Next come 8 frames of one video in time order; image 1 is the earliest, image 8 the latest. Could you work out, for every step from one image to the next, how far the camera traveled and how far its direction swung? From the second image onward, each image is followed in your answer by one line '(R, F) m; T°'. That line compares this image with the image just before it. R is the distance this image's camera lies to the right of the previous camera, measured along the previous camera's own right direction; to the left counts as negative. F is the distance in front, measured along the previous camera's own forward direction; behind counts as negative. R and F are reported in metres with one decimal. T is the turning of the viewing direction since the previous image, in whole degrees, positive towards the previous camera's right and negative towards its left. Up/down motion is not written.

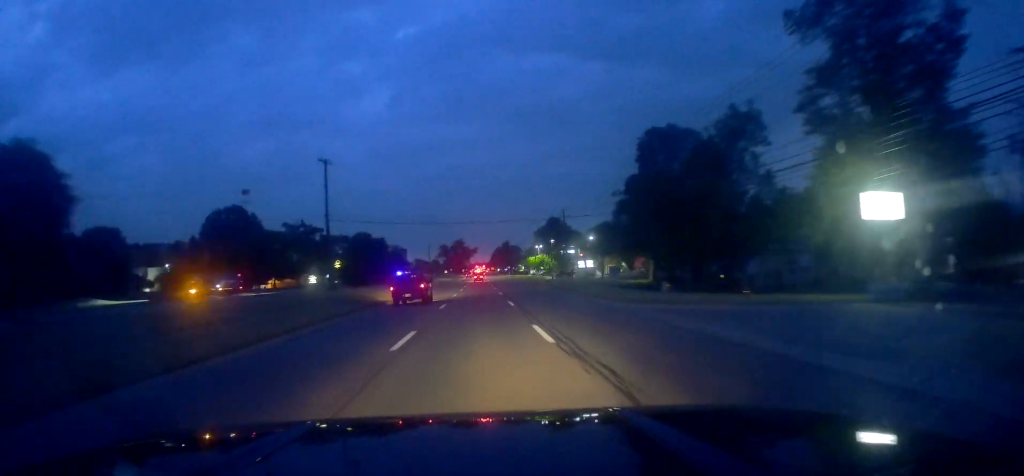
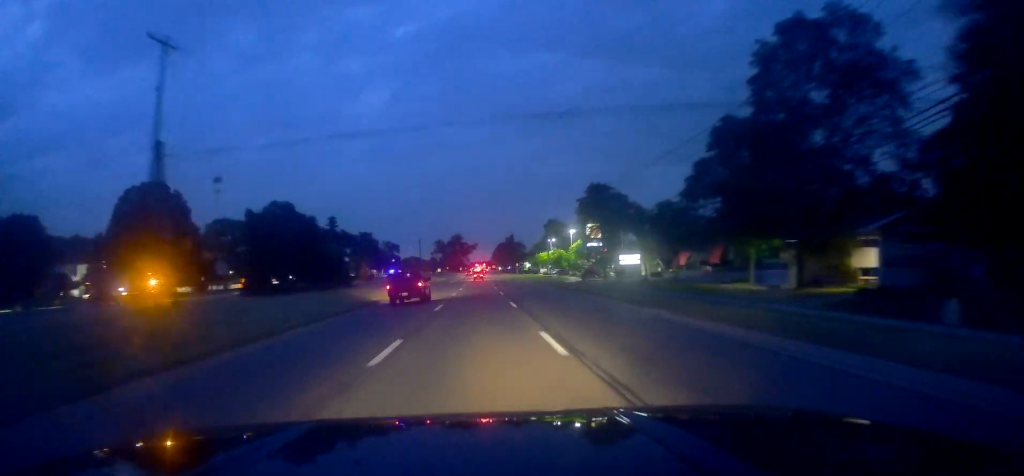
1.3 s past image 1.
(-0.3, +32.8) m; -1°
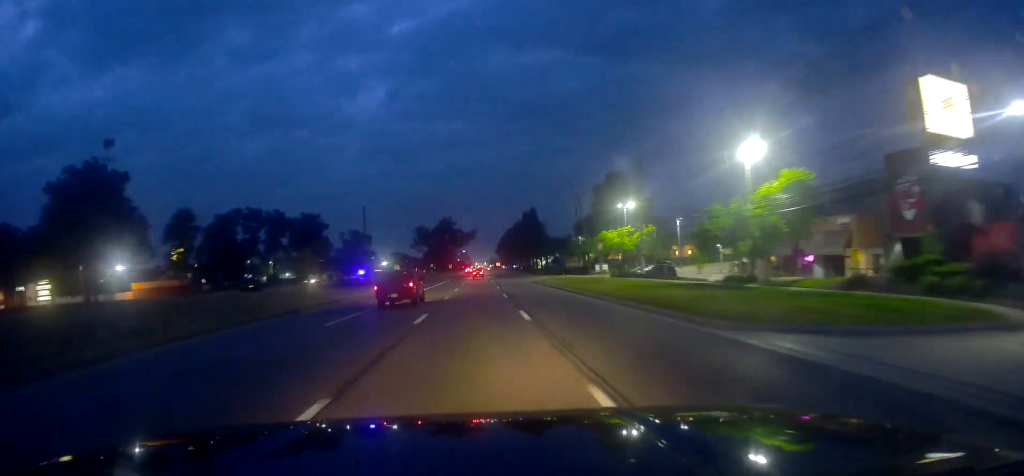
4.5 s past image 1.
(-0.2, +84.3) m; 0°
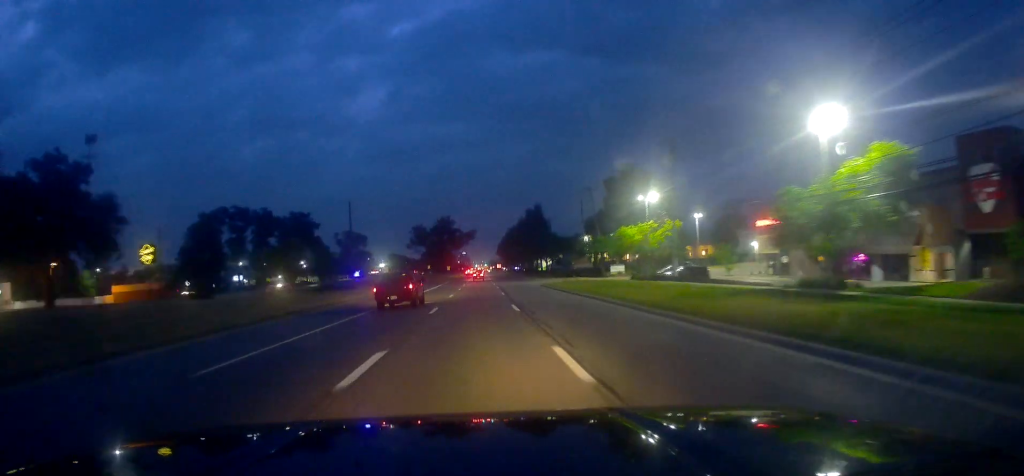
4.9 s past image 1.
(-0.4, +10.4) m; 0°
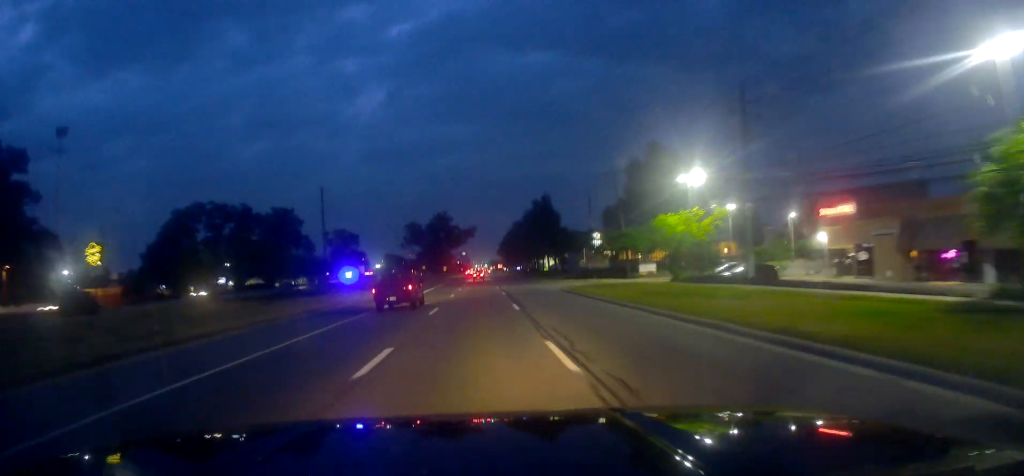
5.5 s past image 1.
(+0.5, +14.7) m; 0°
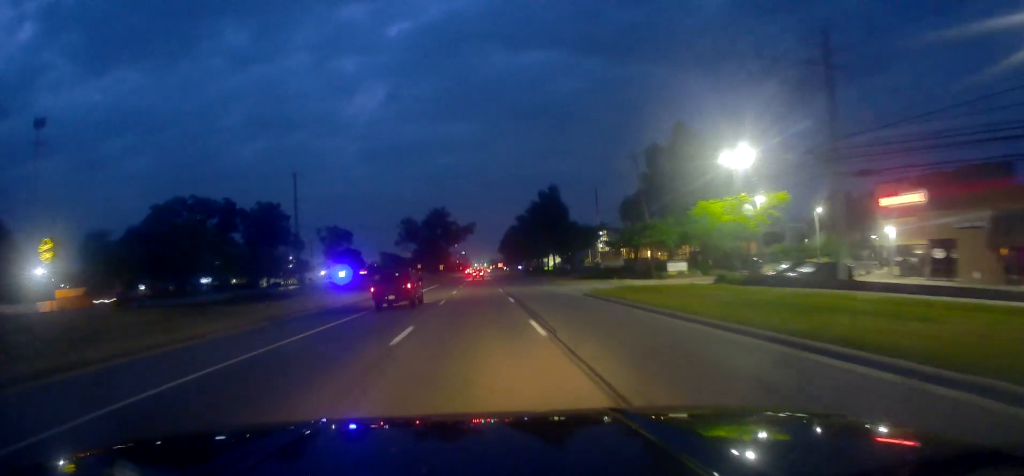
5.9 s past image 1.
(+0.3, +10.4) m; 0°
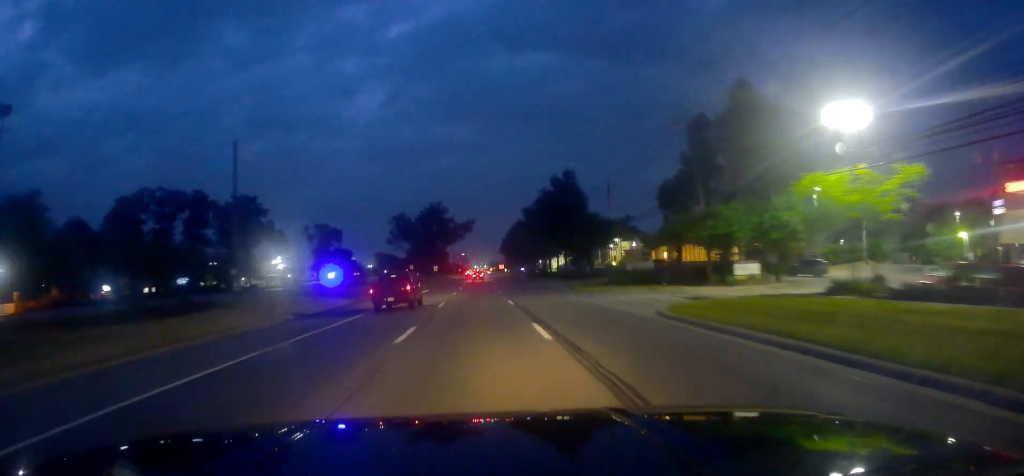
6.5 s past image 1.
(-0.2, +15.4) m; 0°
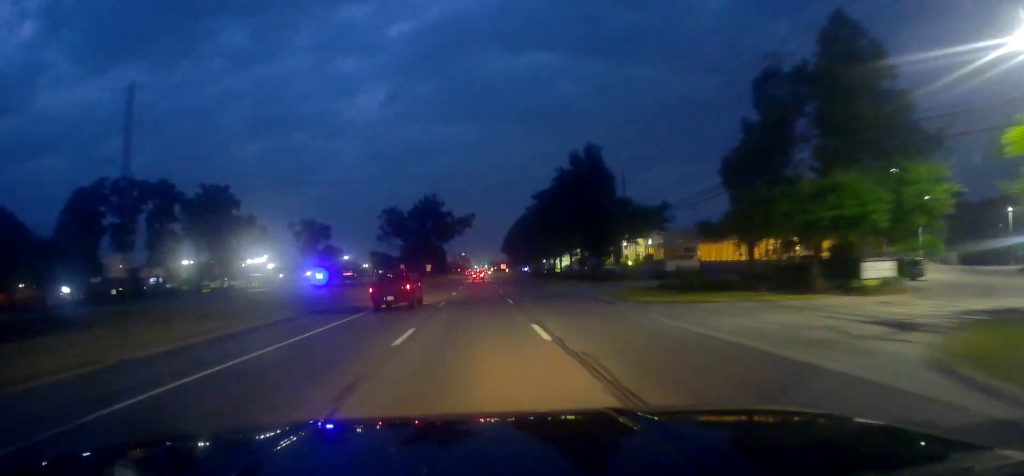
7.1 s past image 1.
(-0.1, +15.4) m; 0°
